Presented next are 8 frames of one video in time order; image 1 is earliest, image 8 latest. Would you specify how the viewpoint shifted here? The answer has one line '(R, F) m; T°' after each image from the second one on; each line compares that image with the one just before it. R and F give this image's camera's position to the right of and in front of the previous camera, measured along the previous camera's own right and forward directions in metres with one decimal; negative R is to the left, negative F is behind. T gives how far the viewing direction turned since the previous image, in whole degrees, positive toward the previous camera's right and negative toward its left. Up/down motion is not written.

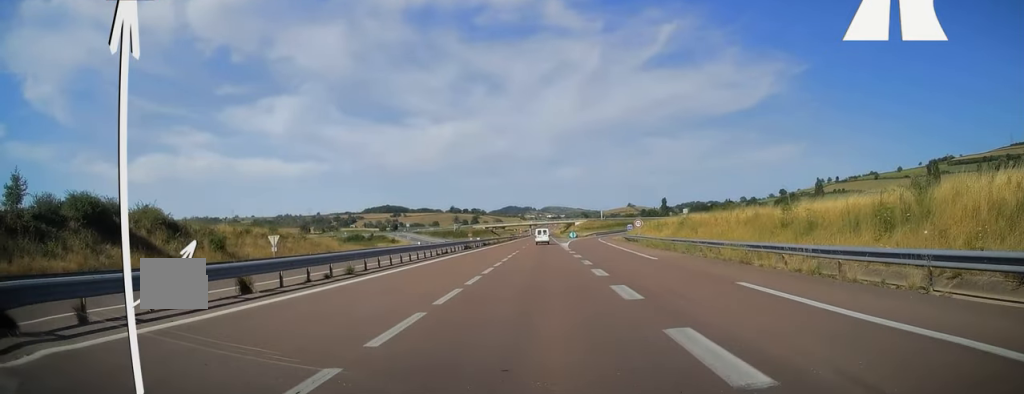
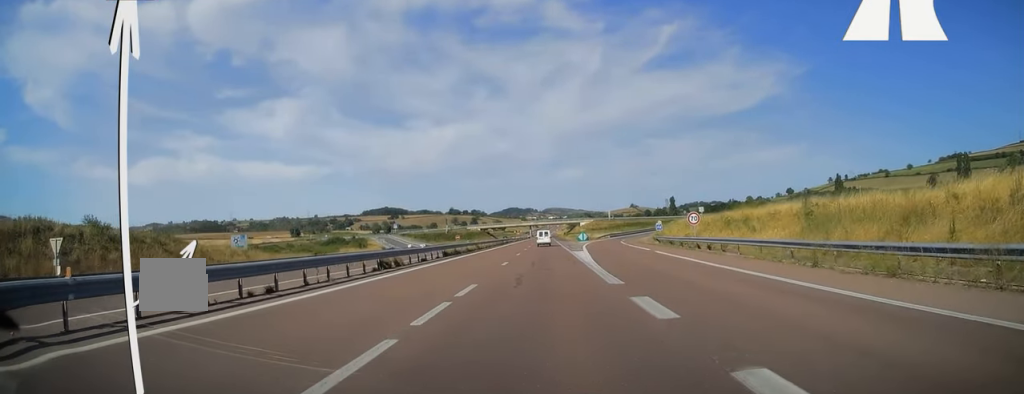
(-0.2, +28.6) m; 0°
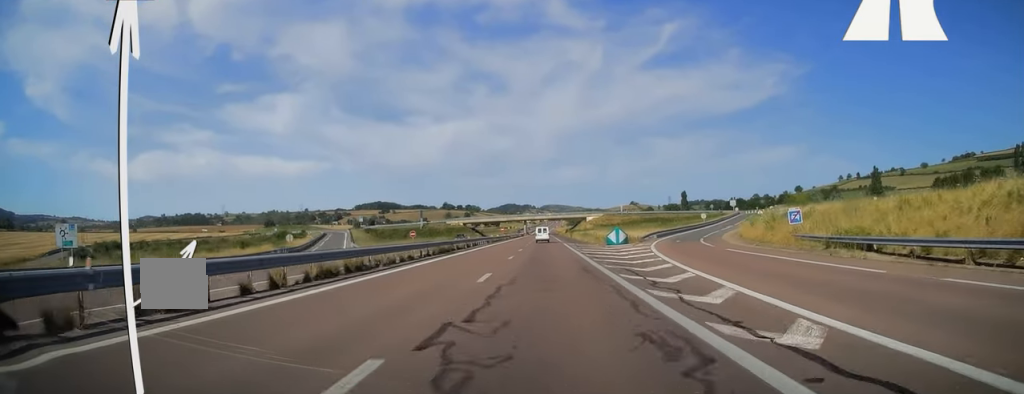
(0.0, +49.8) m; 0°
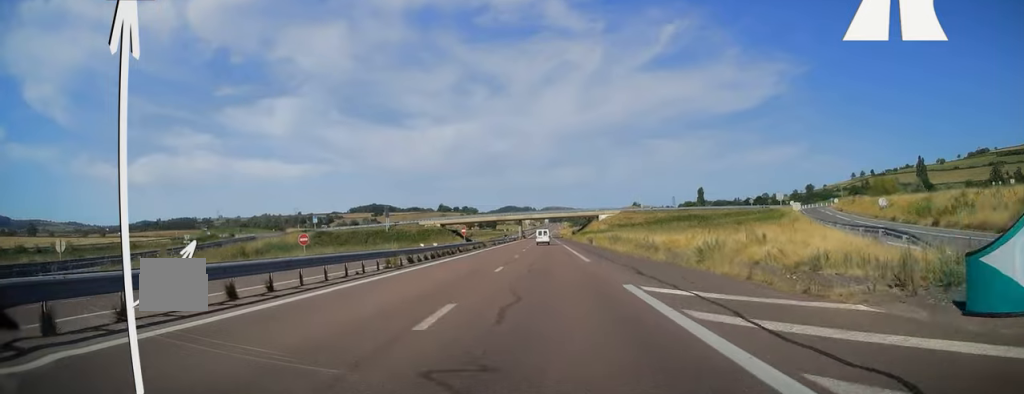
(+0.5, +46.8) m; +1°
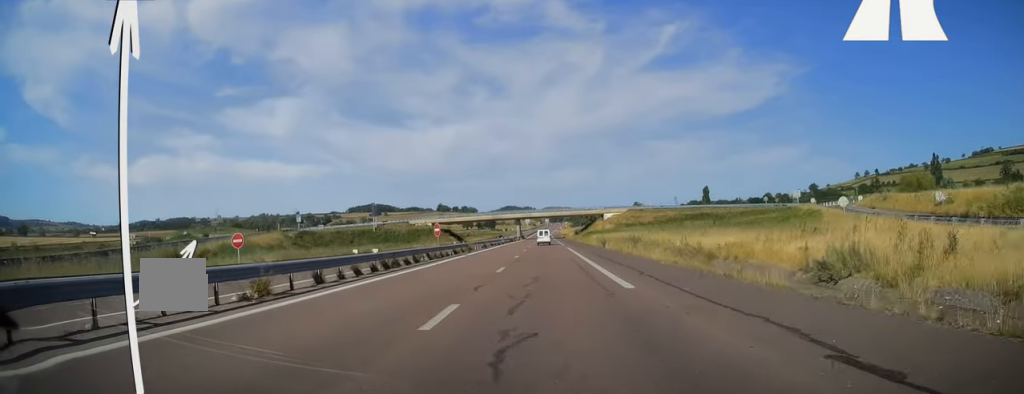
(0.0, +12.8) m; 0°
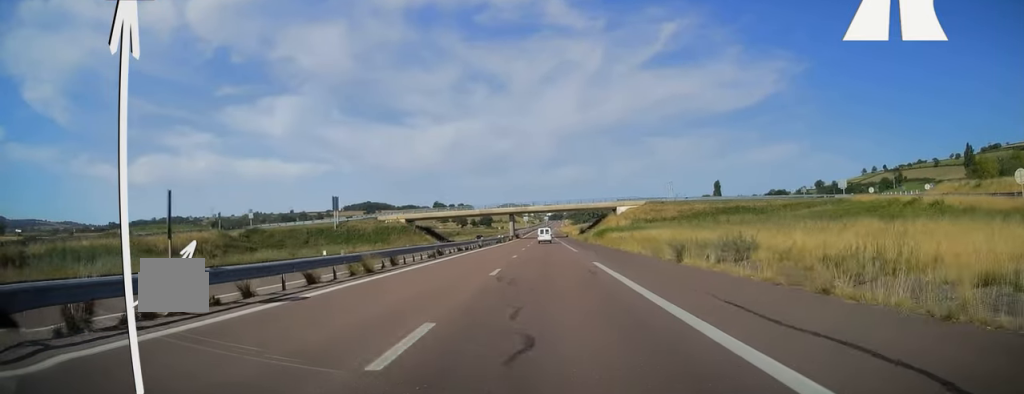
(-0.3, +28.6) m; -1°
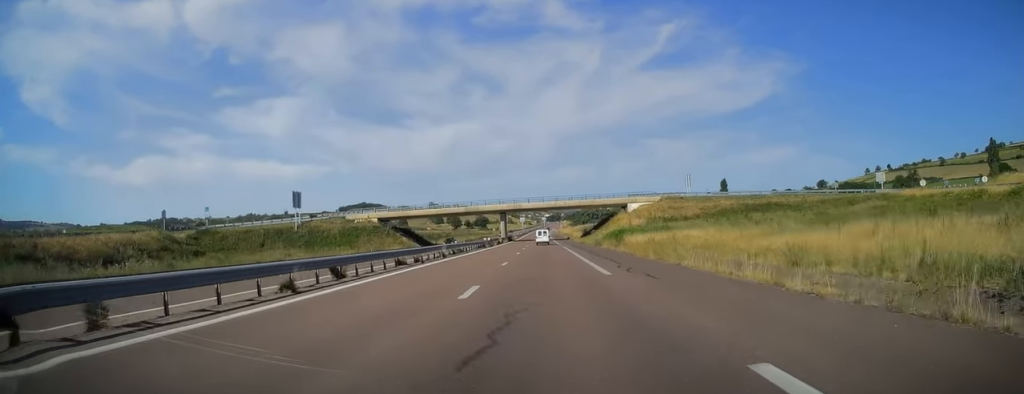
(-0.1, +19.2) m; 0°
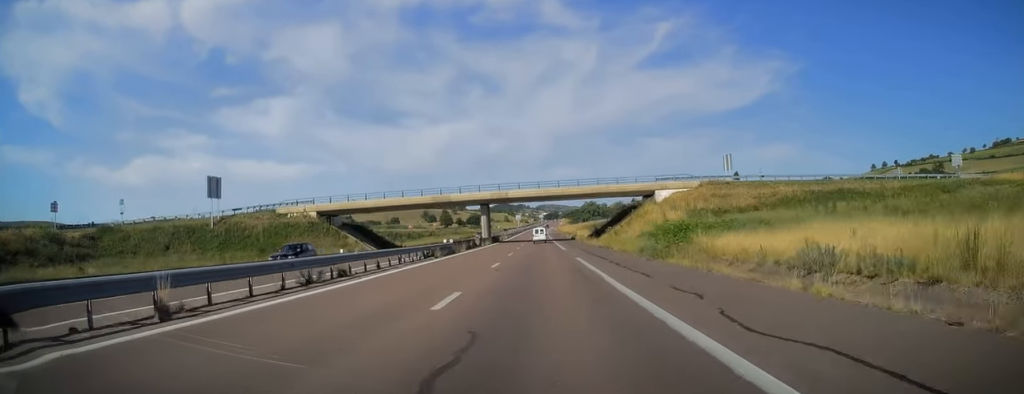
(+0.3, +28.0) m; 0°
